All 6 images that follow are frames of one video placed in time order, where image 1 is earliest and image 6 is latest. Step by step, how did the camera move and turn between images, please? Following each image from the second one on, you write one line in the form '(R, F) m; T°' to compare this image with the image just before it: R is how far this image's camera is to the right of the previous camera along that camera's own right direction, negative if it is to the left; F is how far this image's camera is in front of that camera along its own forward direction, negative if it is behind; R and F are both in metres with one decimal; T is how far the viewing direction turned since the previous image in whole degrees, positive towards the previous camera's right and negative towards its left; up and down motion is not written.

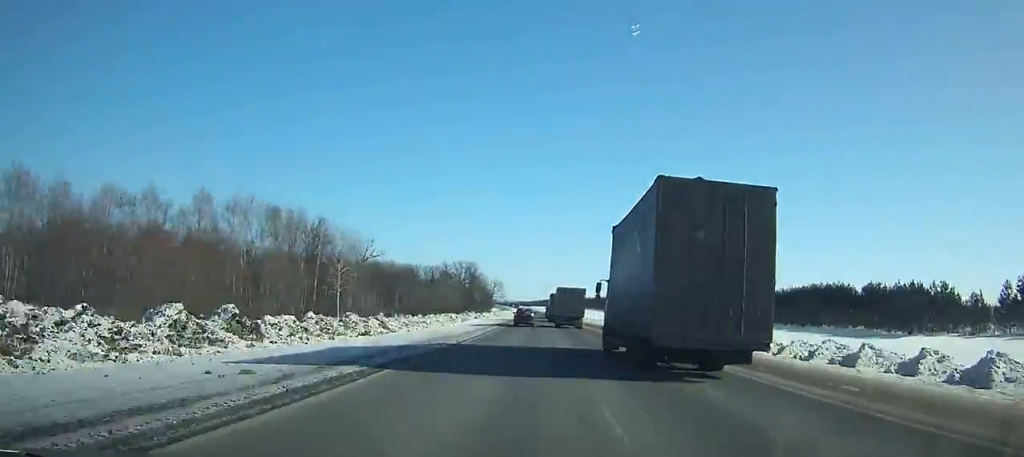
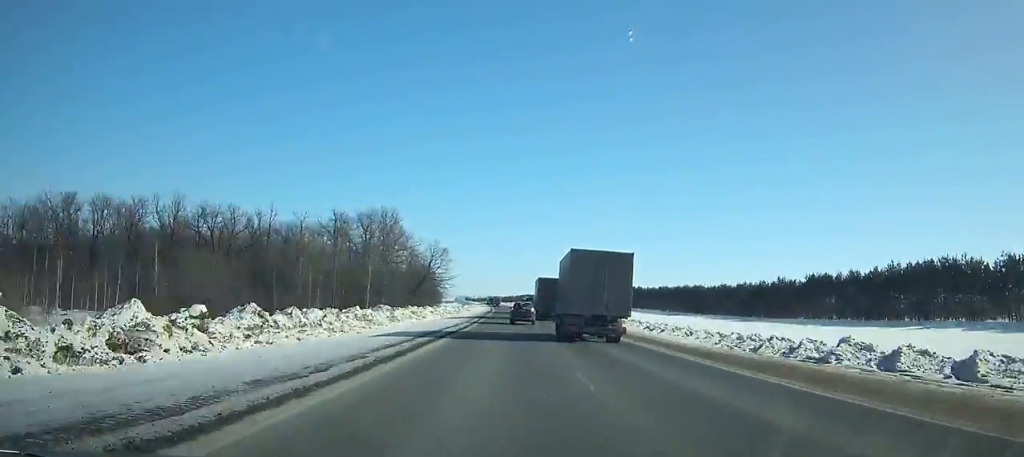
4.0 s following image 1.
(0.0, +98.1) m; +1°
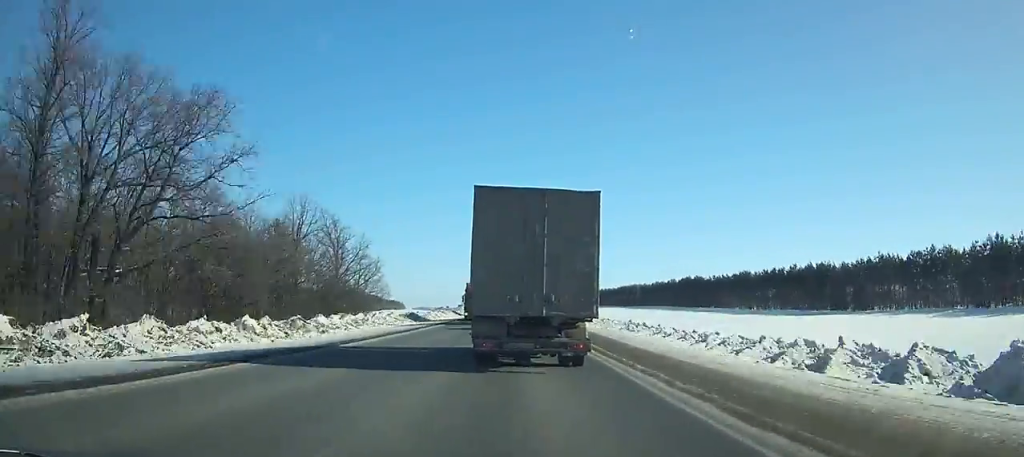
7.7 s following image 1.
(+0.6, +81.8) m; 0°
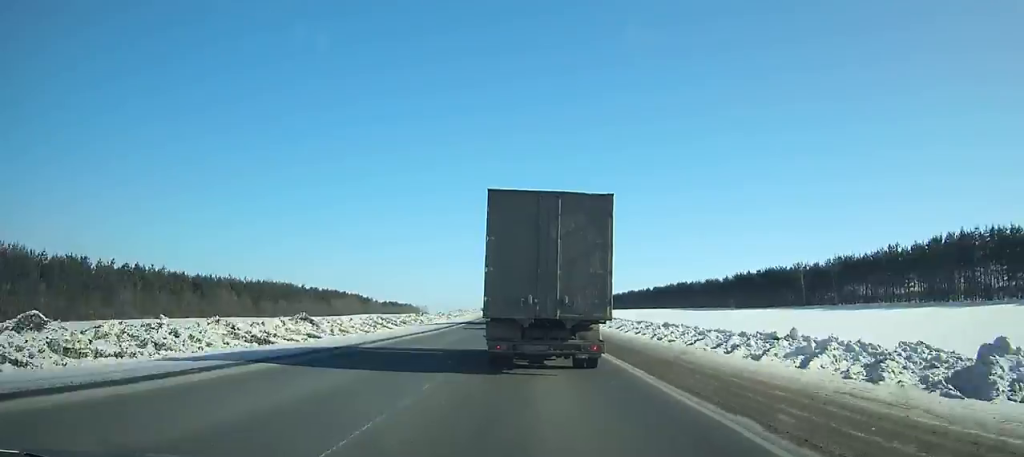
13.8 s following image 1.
(-2.3, +116.7) m; -2°
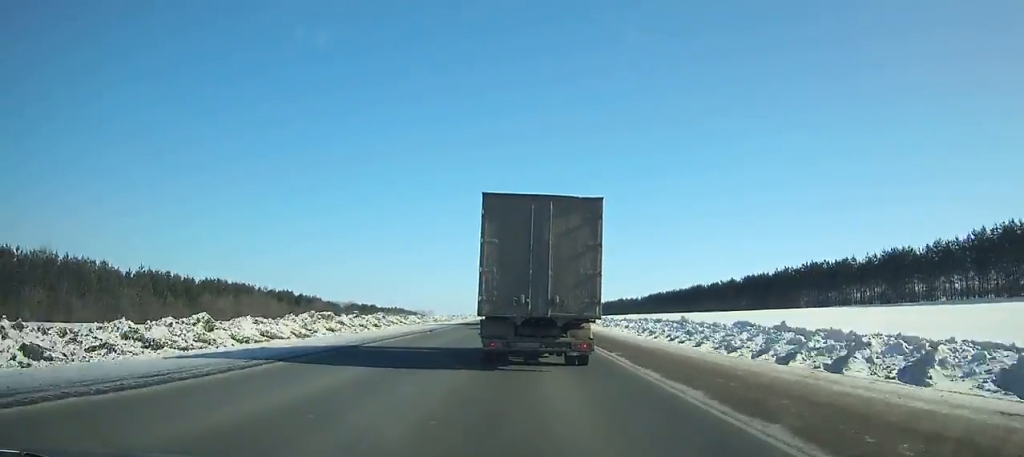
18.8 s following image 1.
(-0.8, +88.4) m; -2°
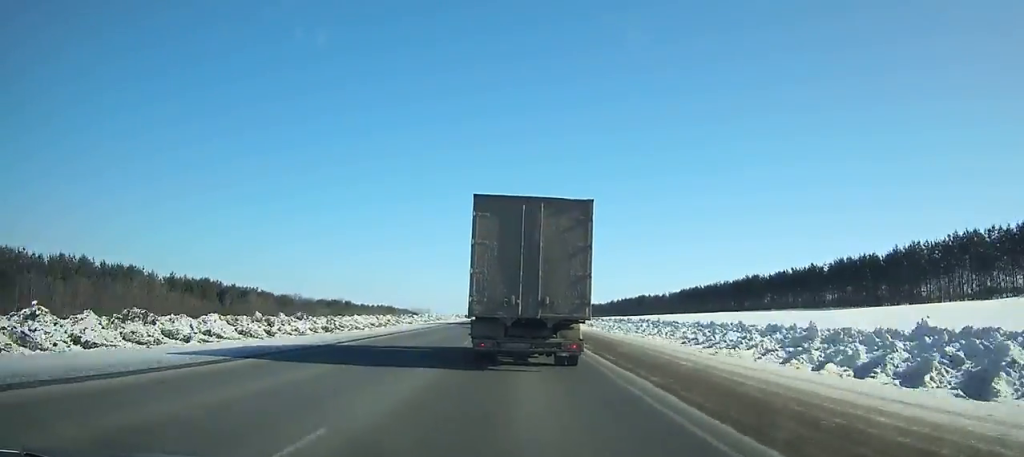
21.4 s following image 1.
(-0.7, +45.3) m; -1°
